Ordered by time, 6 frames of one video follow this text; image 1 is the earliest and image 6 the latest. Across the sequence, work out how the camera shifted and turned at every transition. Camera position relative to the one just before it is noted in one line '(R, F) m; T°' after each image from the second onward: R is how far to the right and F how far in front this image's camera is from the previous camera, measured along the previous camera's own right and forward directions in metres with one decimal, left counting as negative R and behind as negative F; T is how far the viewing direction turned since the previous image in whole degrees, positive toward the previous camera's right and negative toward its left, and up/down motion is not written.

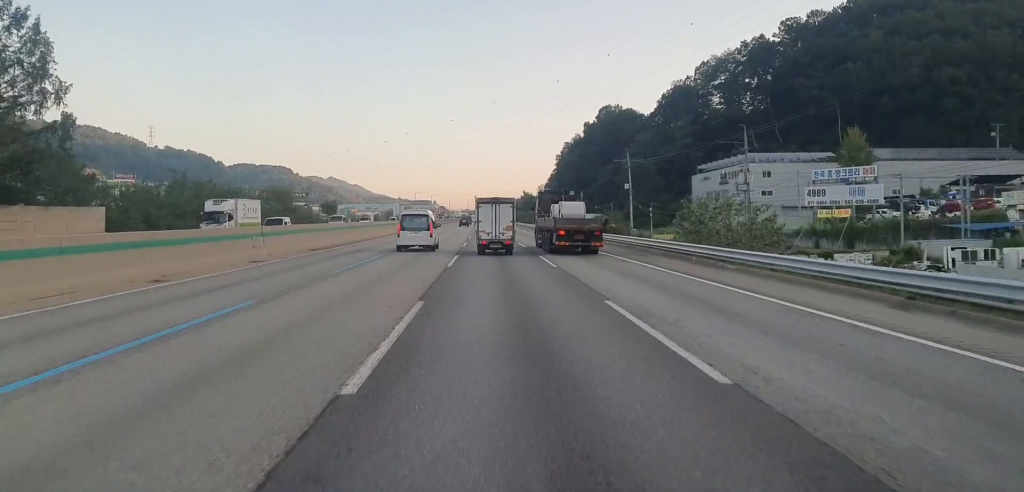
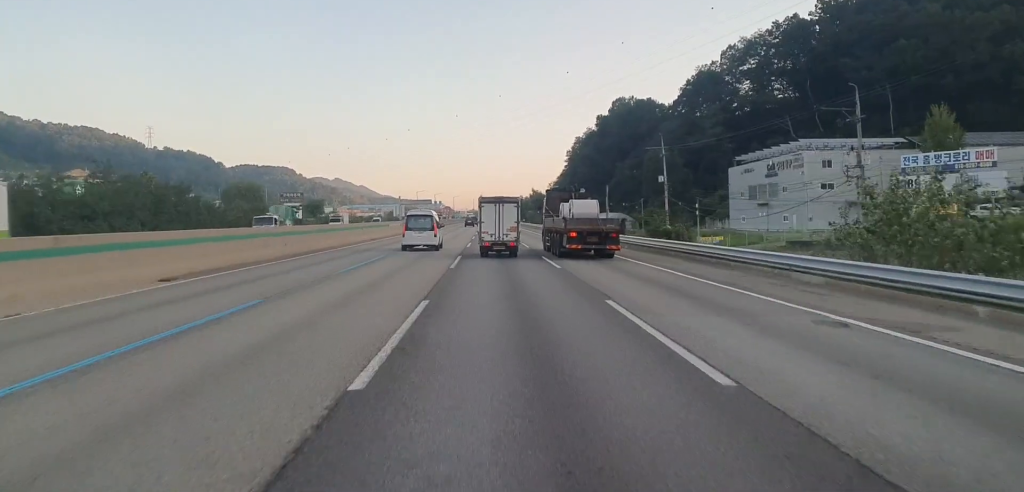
(+0.1, +19.8) m; -1°
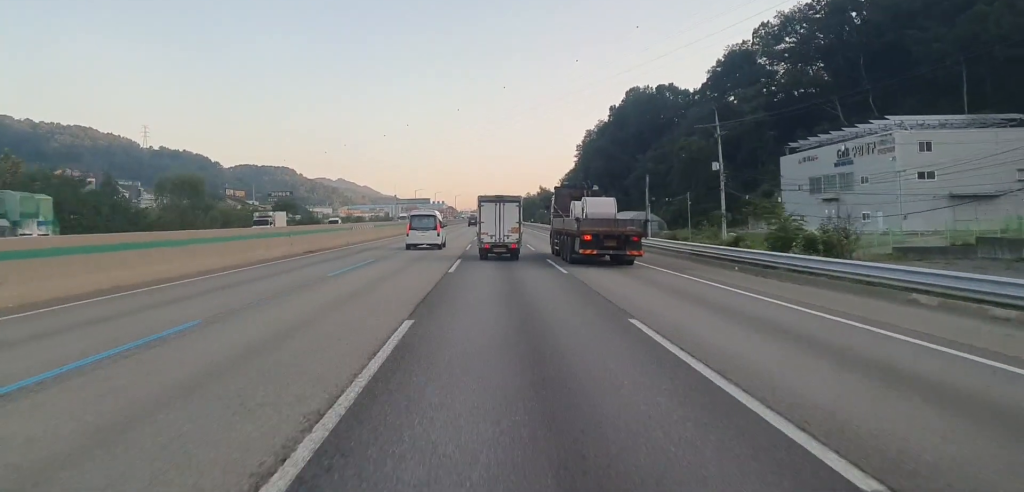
(-0.4, +22.5) m; 0°
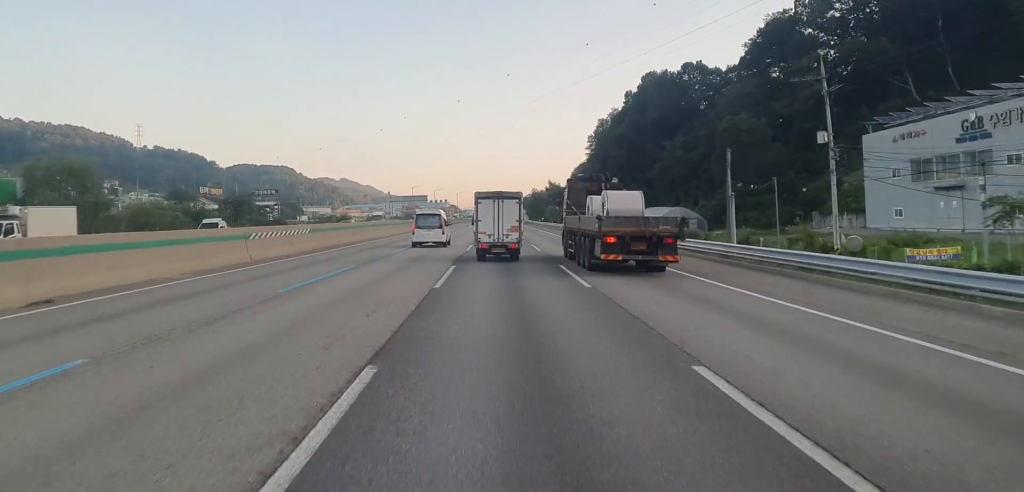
(+0.4, +24.4) m; 0°
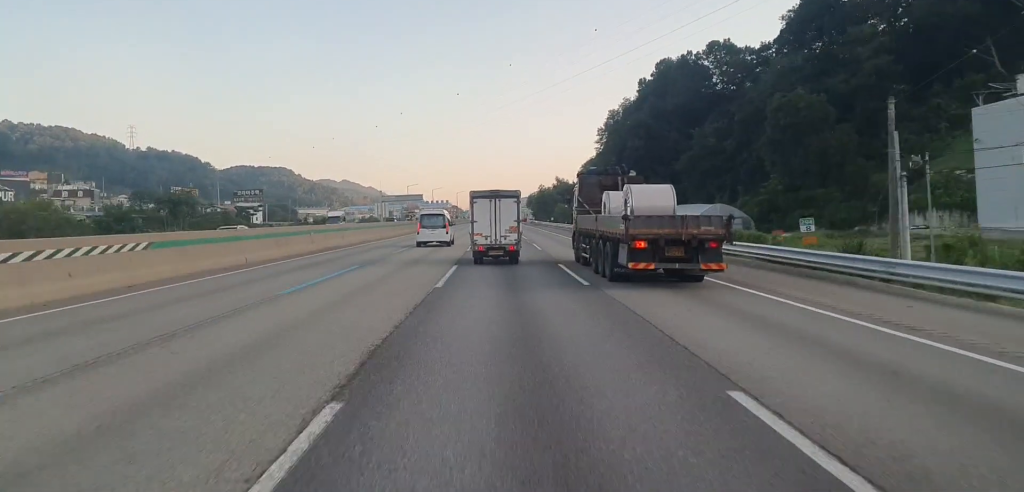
(-0.2, +20.2) m; 0°
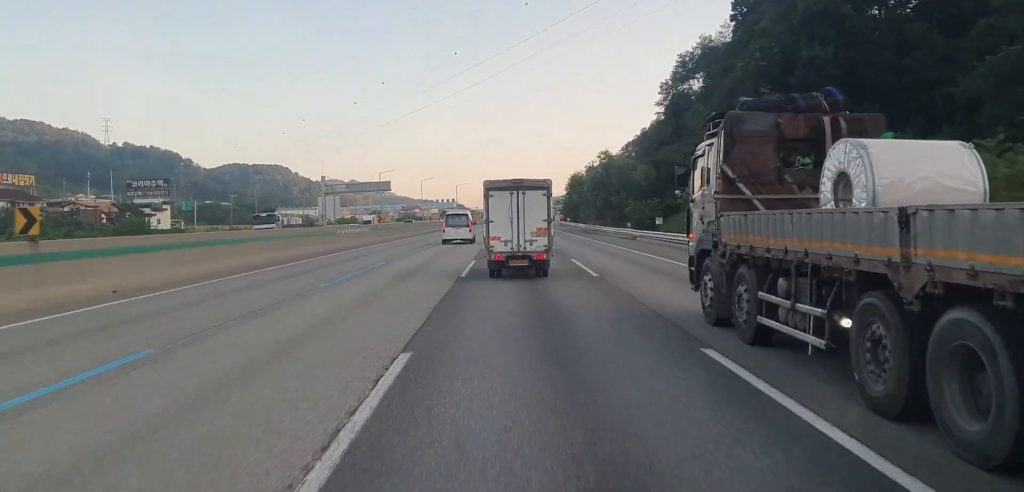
(-0.3, +79.1) m; -1°
